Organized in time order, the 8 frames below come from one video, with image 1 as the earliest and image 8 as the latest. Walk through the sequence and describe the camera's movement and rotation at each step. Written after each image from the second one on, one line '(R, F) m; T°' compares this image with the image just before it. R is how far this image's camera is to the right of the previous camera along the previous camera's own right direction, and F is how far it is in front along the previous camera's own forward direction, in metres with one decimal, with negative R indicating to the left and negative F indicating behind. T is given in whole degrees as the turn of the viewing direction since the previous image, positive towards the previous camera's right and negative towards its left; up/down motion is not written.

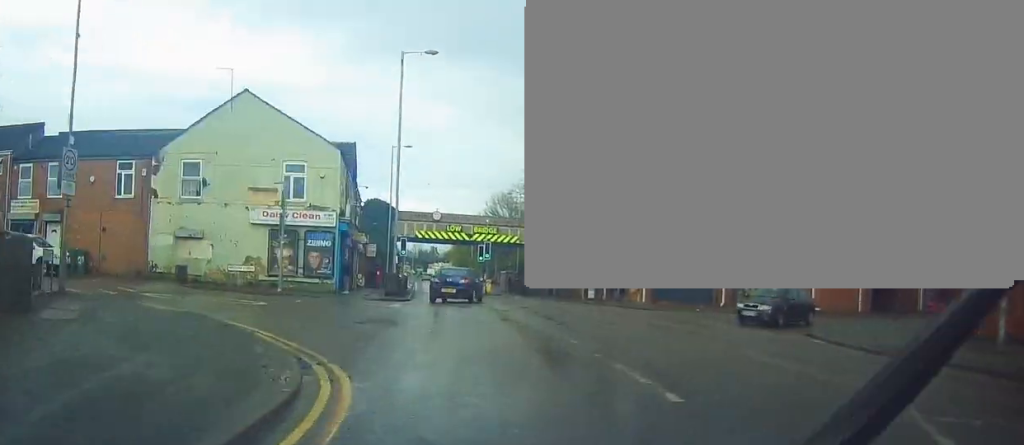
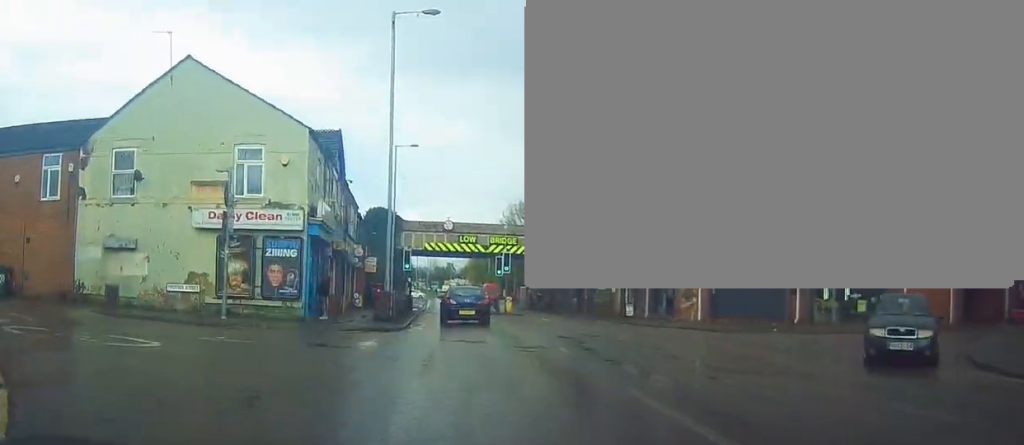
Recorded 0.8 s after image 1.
(-0.7, +7.6) m; -2°
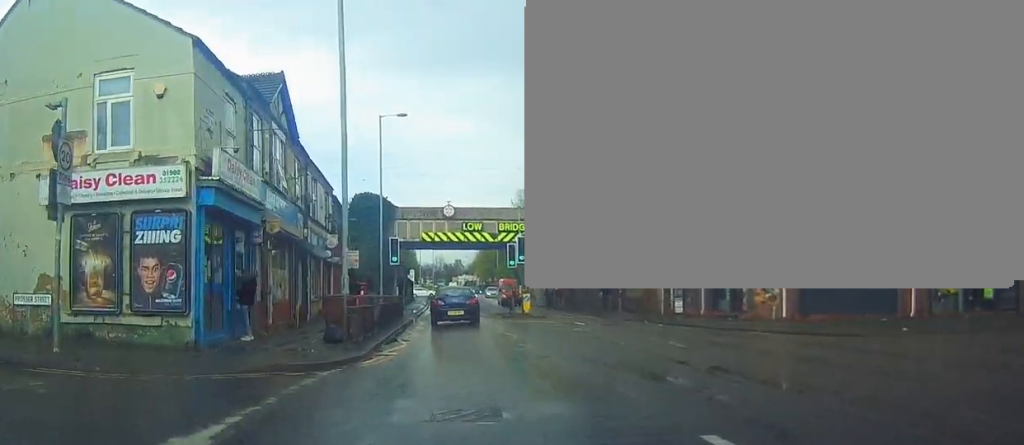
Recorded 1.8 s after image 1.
(+0.2, +9.1) m; +1°
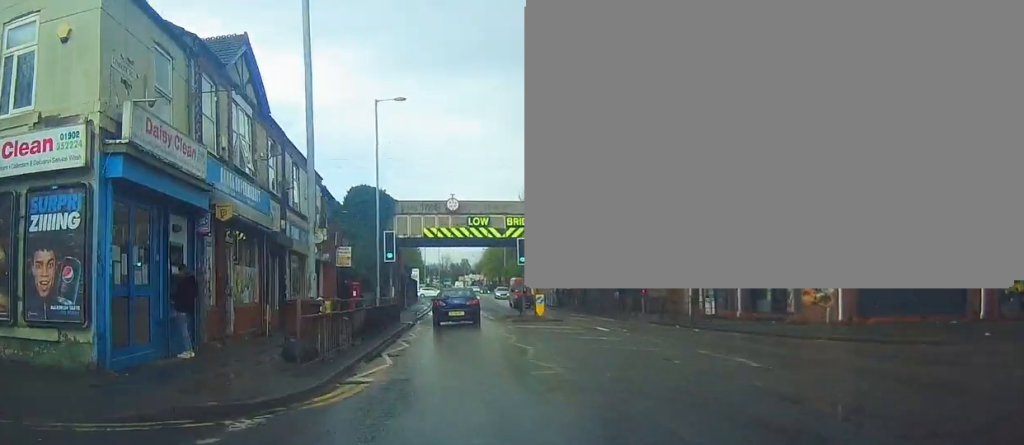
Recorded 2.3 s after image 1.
(0.0, +3.9) m; -1°
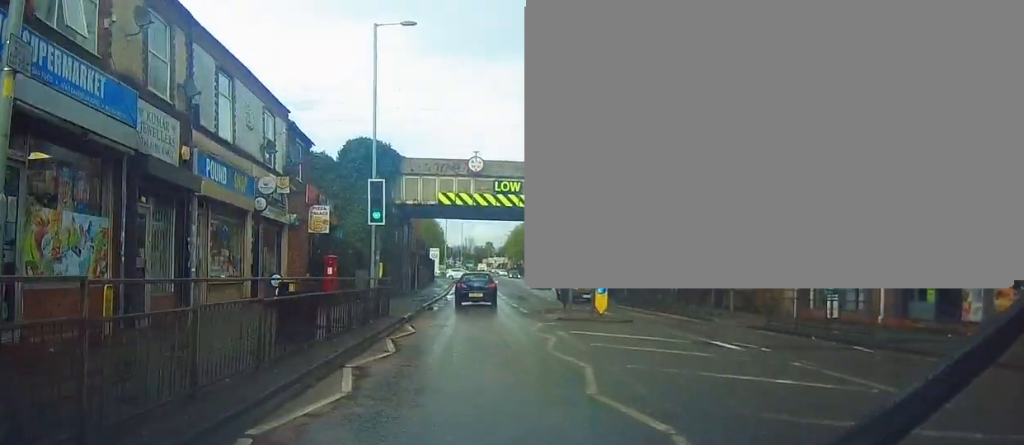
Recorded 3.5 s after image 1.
(-0.3, +9.4) m; -1°
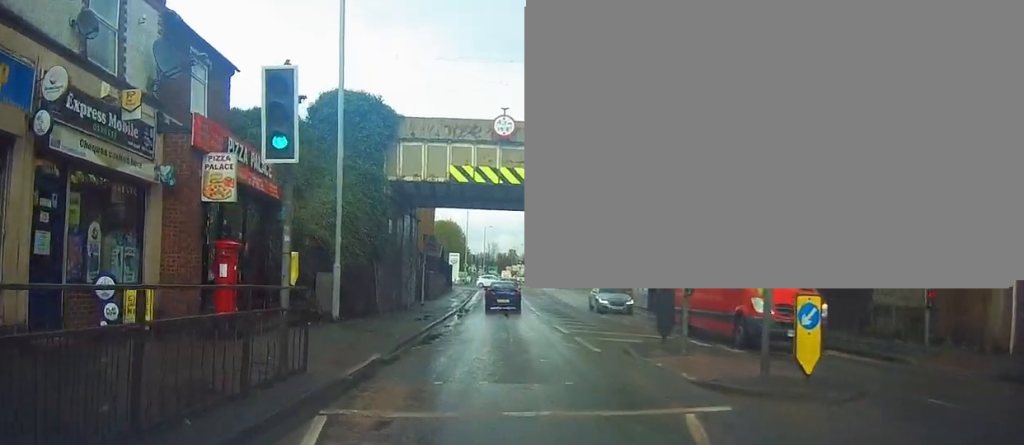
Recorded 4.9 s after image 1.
(+0.3, +10.6) m; 0°
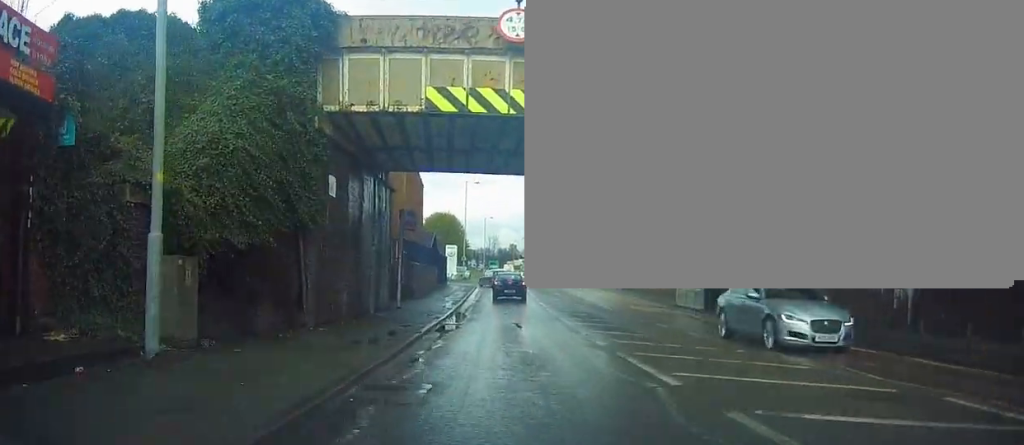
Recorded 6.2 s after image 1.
(-0.6, +10.1) m; -4°
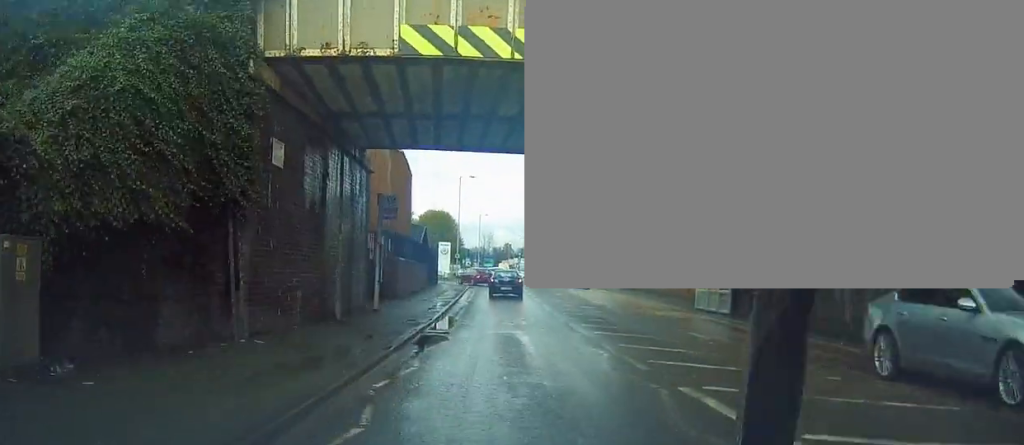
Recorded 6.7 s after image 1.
(-0.1, +4.0) m; 0°
